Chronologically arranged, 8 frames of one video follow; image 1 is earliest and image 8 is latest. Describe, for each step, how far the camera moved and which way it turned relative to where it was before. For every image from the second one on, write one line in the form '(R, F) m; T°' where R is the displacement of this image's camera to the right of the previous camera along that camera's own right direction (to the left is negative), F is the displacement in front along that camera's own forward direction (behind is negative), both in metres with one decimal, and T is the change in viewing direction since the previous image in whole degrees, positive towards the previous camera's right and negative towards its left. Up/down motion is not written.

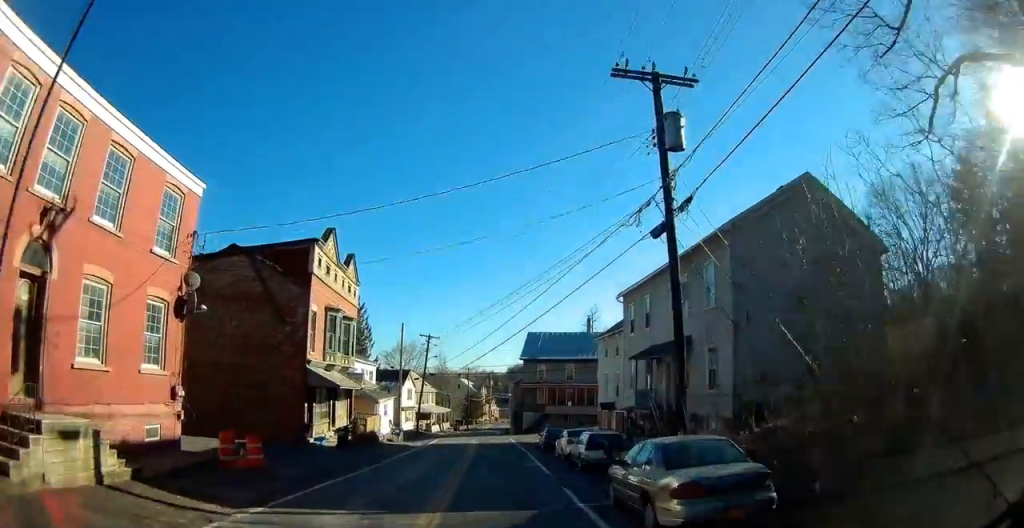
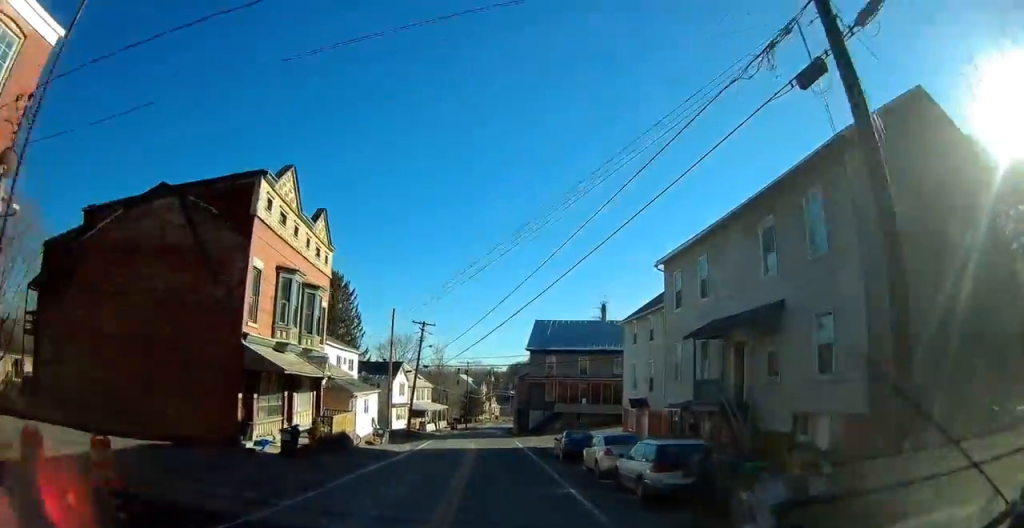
(0.0, +7.7) m; 0°
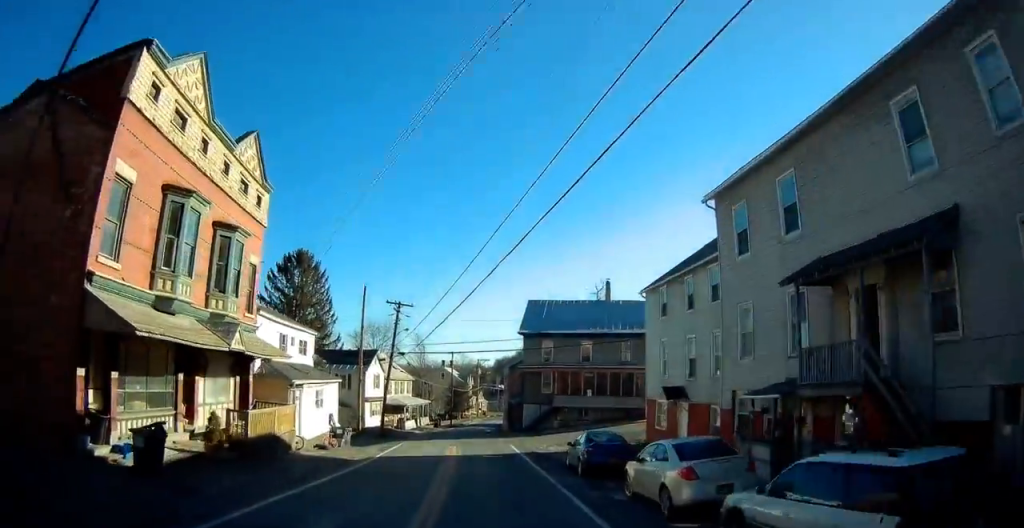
(0.0, +8.1) m; 0°
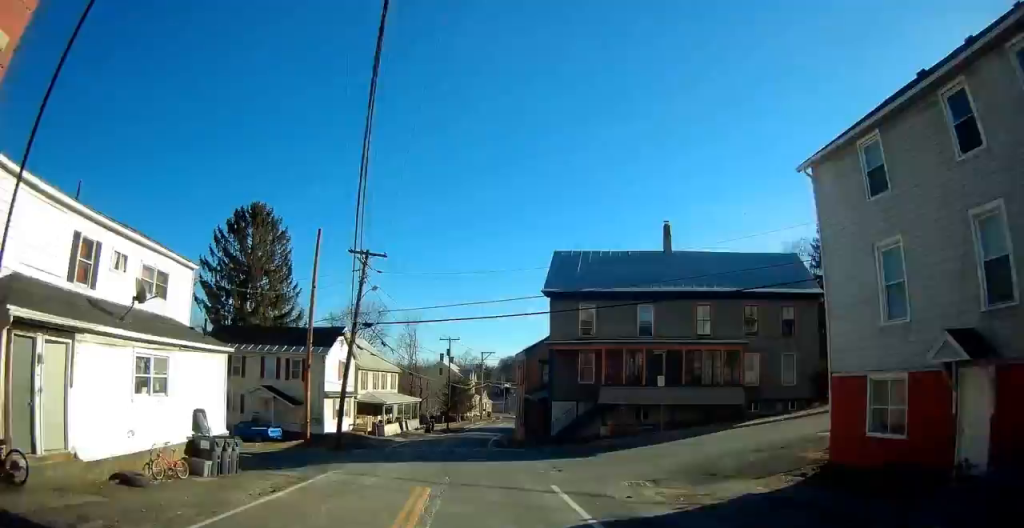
(0.0, +16.1) m; 0°
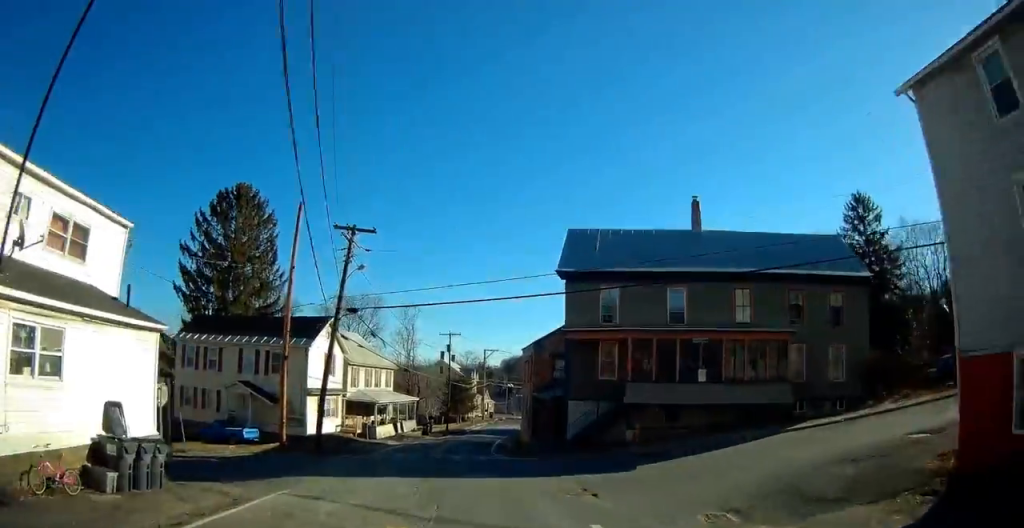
(0.0, +4.7) m; -1°
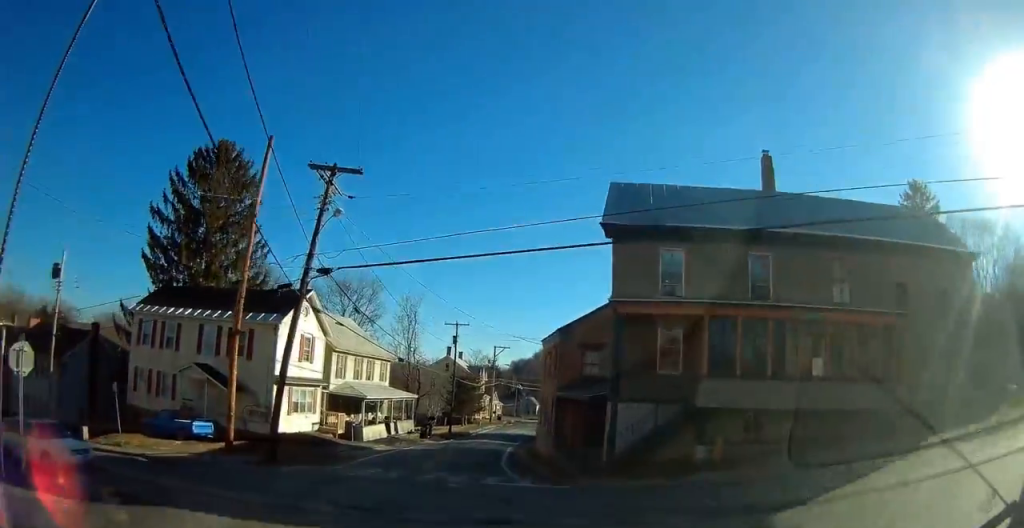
(0.0, +7.5) m; -1°
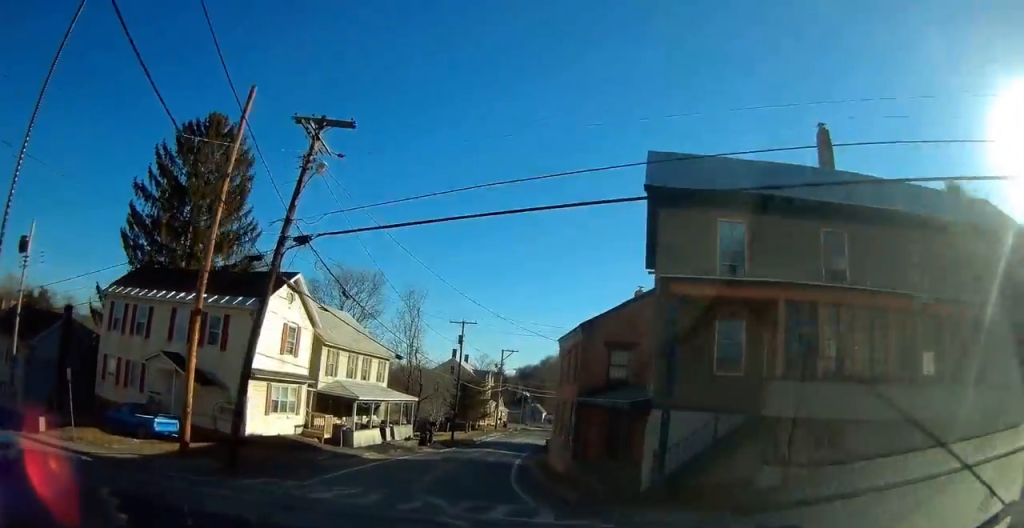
(-0.1, +4.2) m; 0°
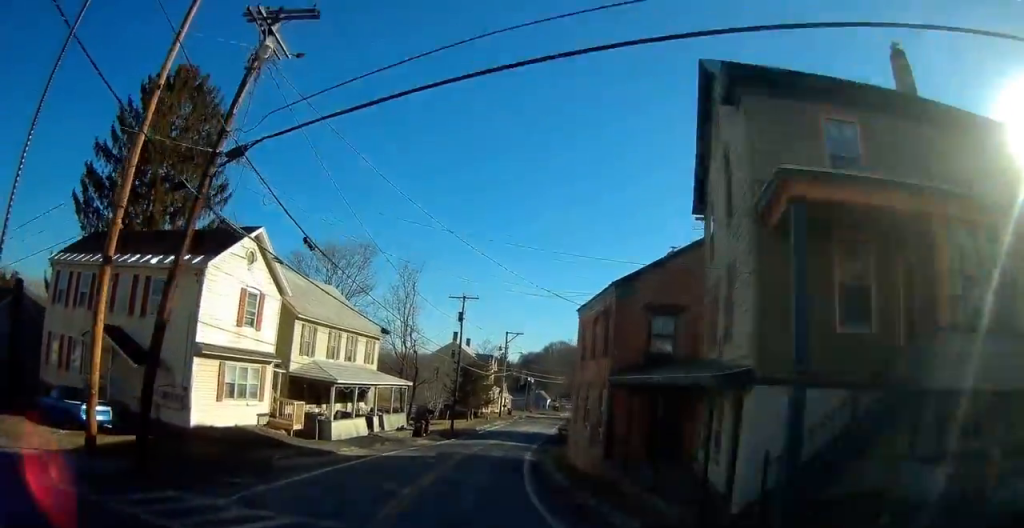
(-0.1, +5.6) m; -1°
